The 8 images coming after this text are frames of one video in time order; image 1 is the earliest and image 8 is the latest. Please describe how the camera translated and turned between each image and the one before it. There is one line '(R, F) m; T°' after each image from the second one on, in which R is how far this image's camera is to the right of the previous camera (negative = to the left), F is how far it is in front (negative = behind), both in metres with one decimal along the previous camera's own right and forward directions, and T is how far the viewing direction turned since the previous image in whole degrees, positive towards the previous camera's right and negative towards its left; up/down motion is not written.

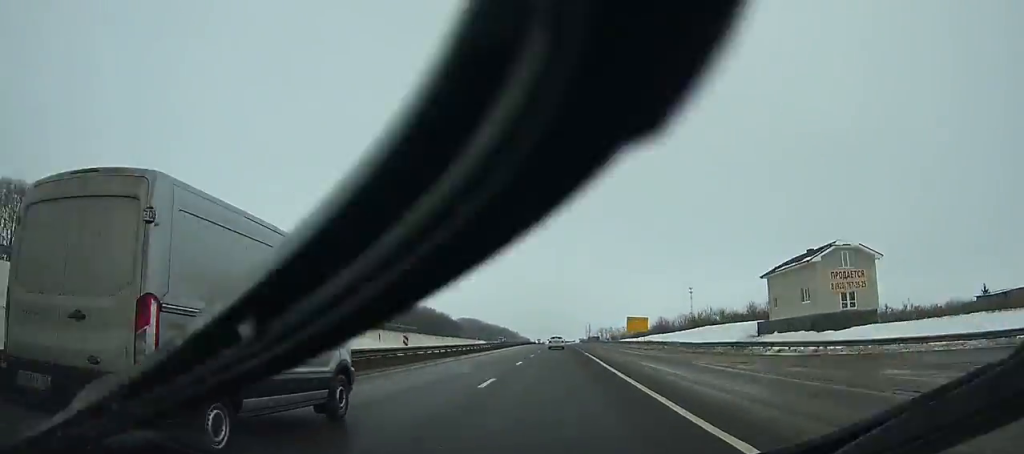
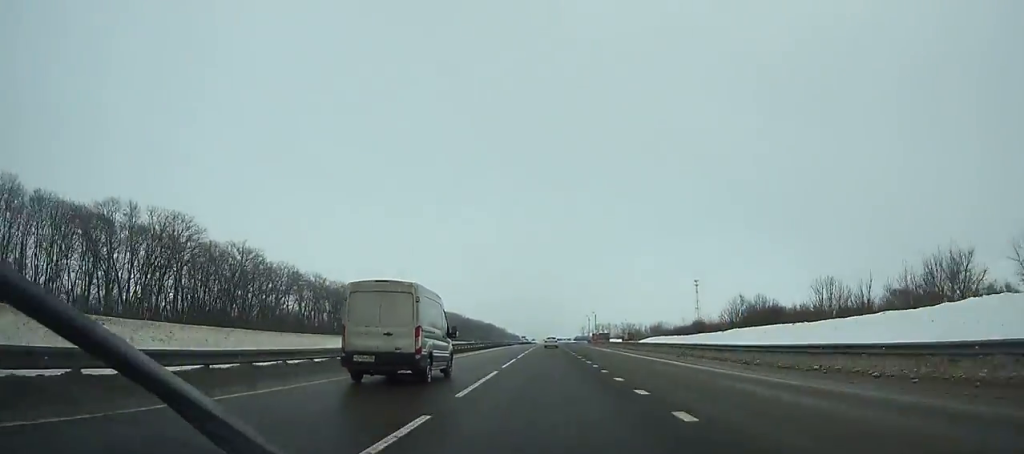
(+0.2, +81.0) m; 0°
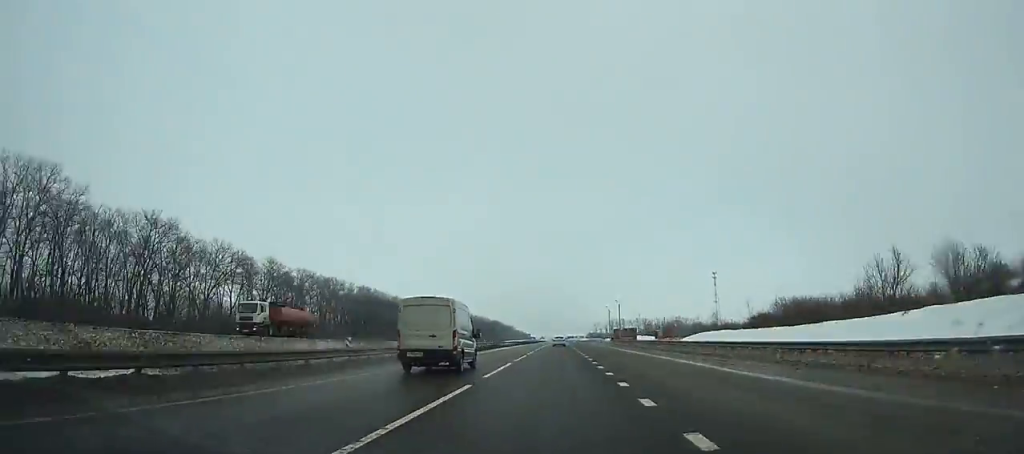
(+0.1, +40.6) m; 0°
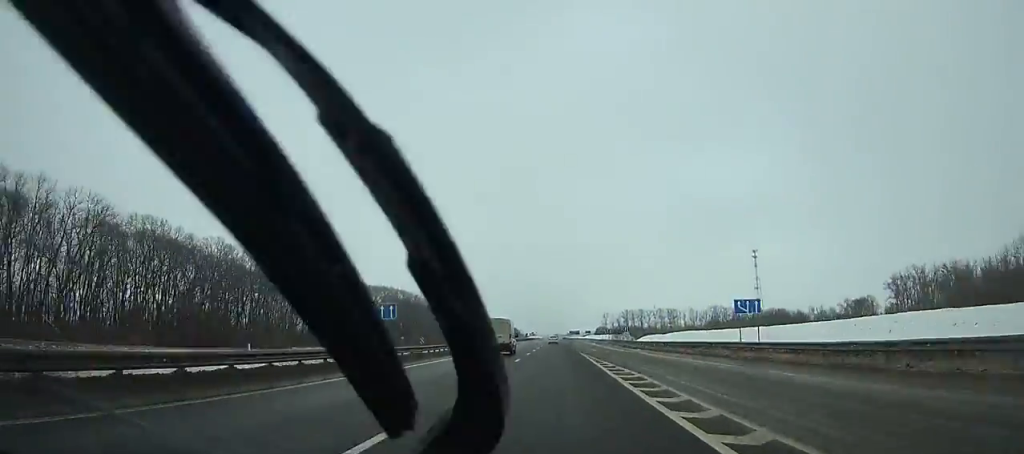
(-0.7, +158.1) m; 0°
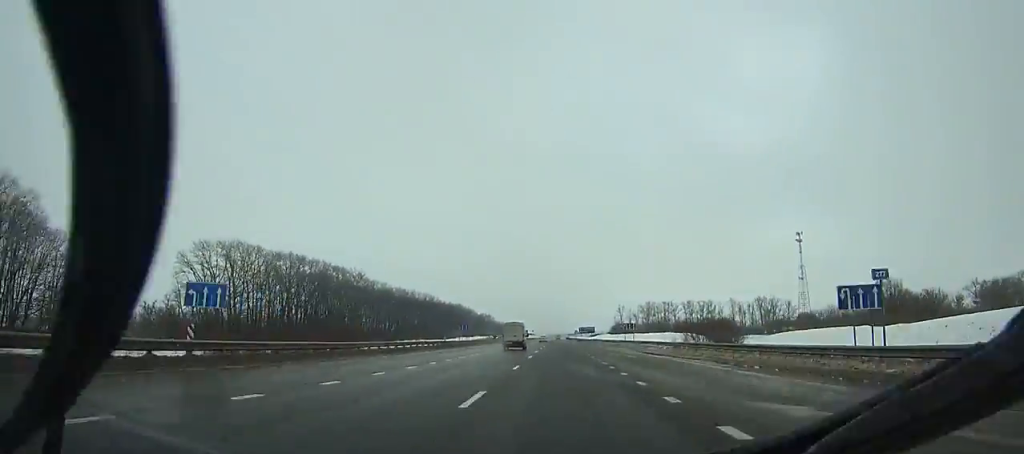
(-0.2, +103.5) m; 0°
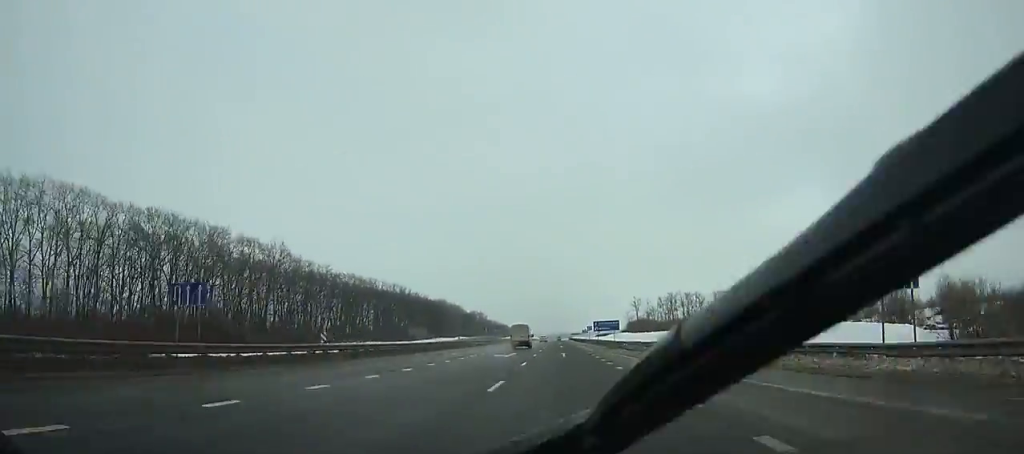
(+0.2, +68.4) m; 0°
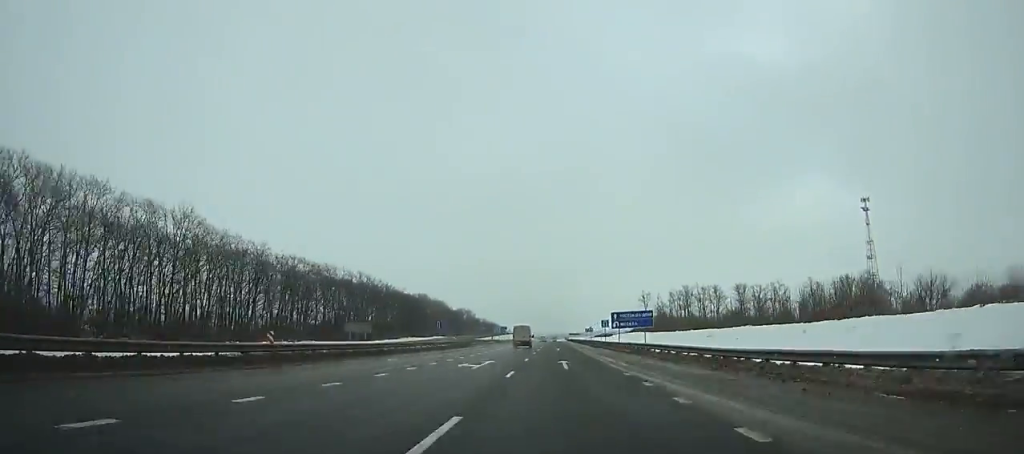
(0.0, +41.7) m; 0°
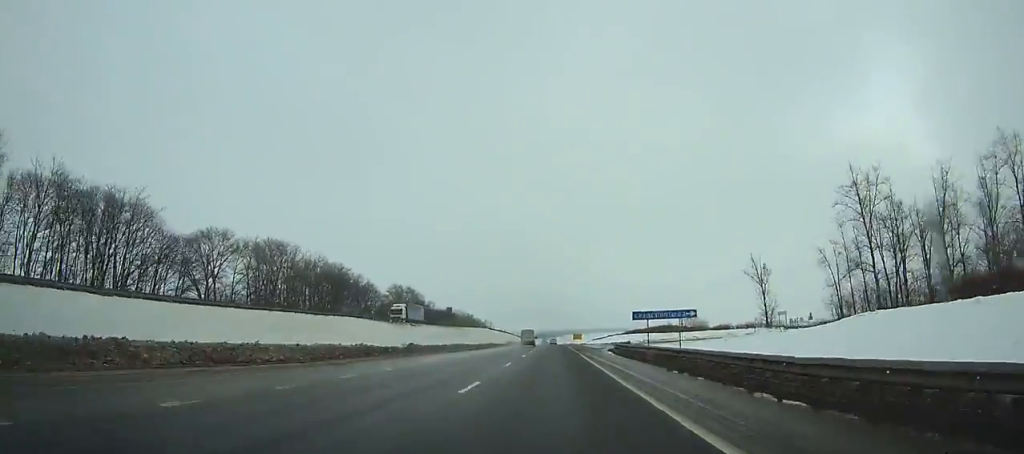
(+0.1, +185.4) m; 0°
